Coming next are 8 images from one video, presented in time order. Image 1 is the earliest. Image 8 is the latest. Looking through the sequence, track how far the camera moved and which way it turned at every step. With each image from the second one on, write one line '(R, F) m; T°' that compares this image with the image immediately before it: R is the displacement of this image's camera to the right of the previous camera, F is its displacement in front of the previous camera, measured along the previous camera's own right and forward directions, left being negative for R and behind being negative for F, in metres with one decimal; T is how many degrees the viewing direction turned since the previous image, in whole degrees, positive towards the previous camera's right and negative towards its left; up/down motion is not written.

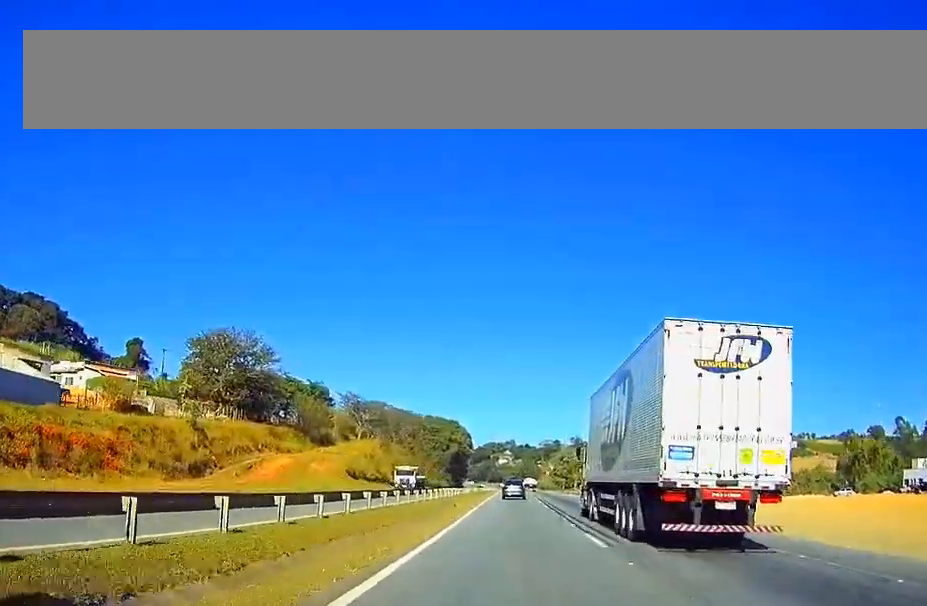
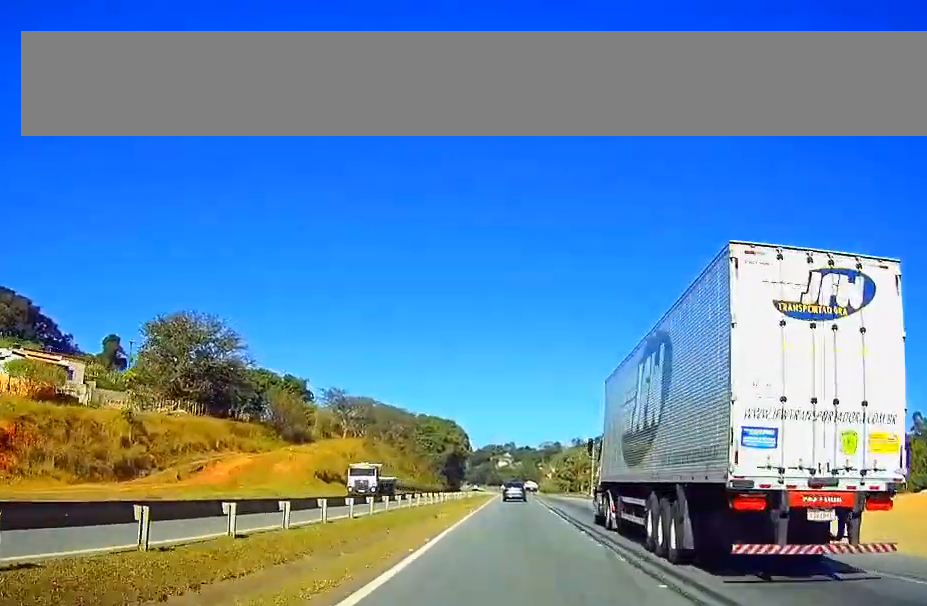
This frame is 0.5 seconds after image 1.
(0.0, +15.7) m; 0°
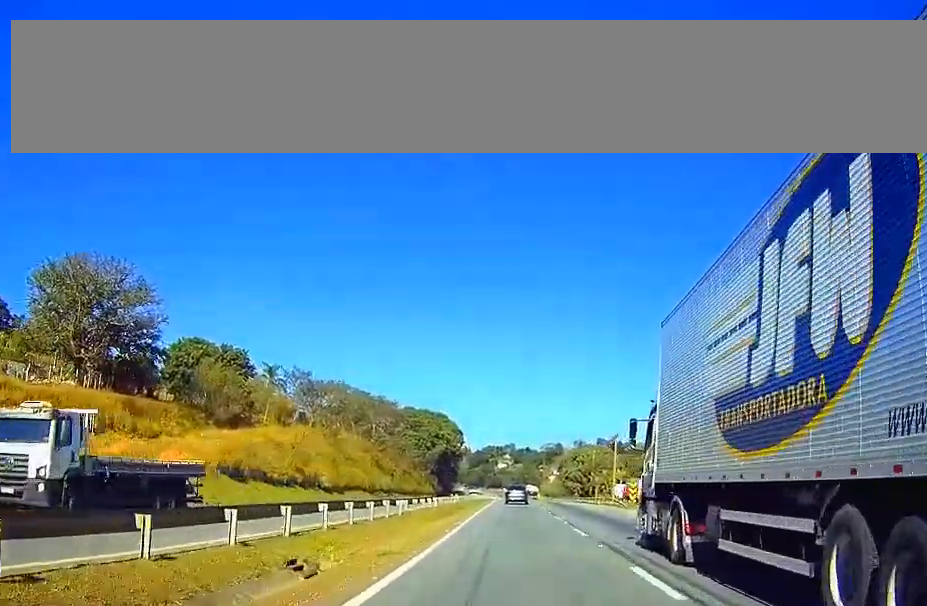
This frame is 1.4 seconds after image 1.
(0.0, +28.3) m; 0°
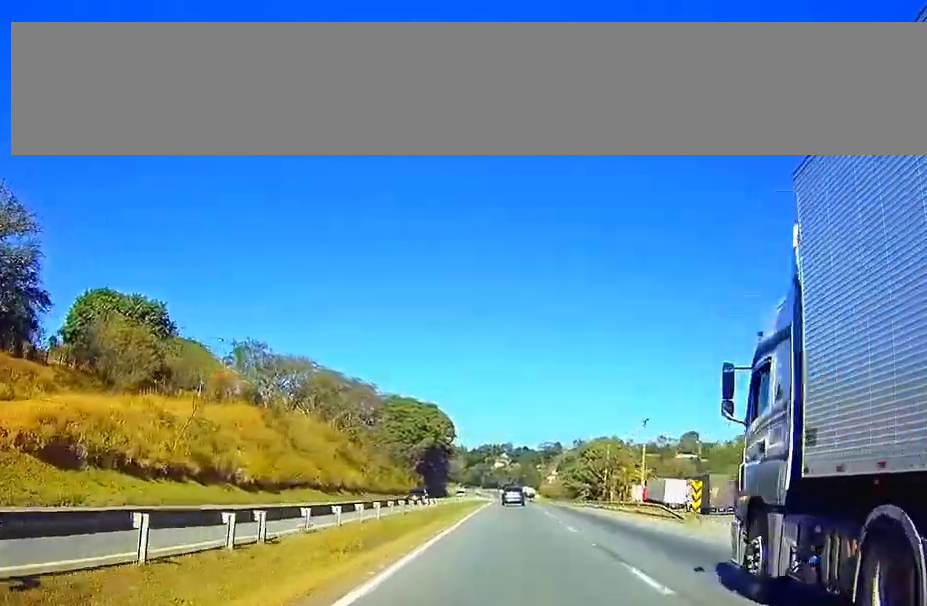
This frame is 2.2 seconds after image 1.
(0.0, +24.1) m; 0°
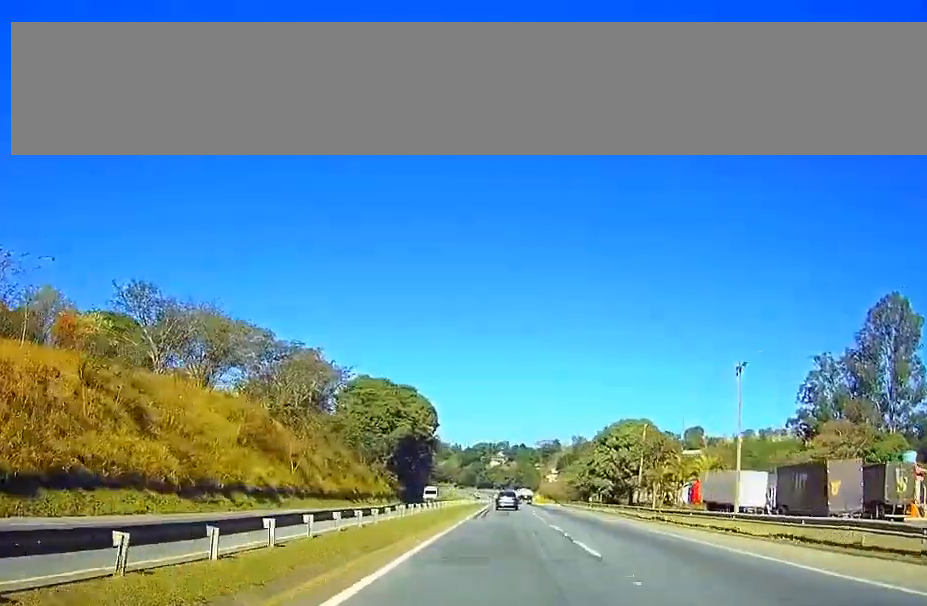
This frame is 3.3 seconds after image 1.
(0.0, +34.7) m; 0°
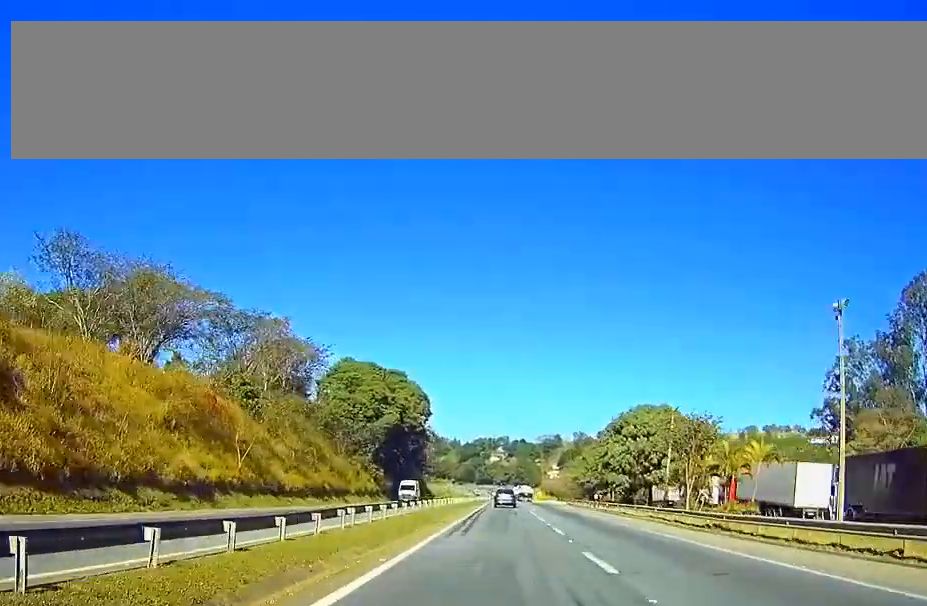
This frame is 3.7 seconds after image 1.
(0.0, +14.8) m; 0°
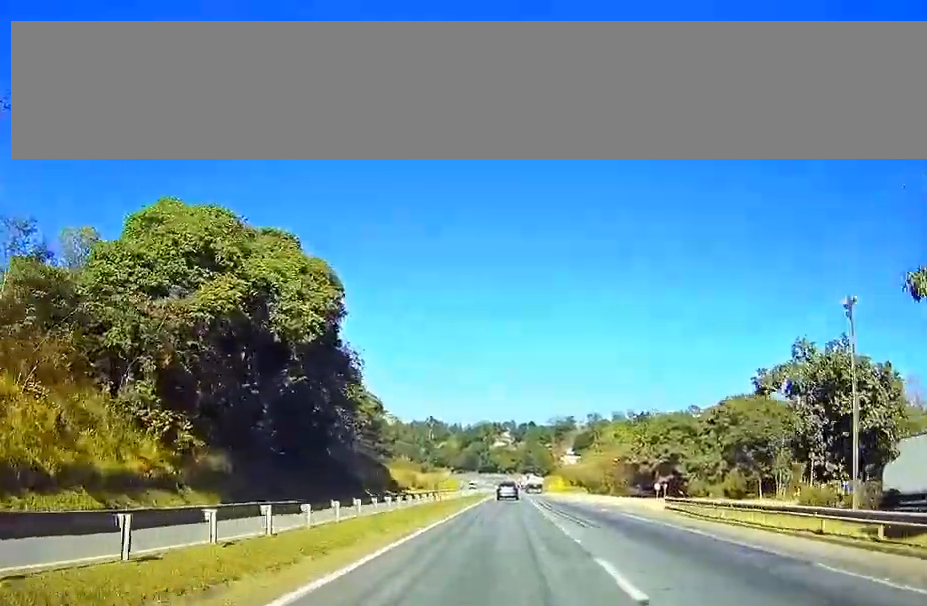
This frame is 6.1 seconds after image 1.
(0.0, +74.6) m; 0°
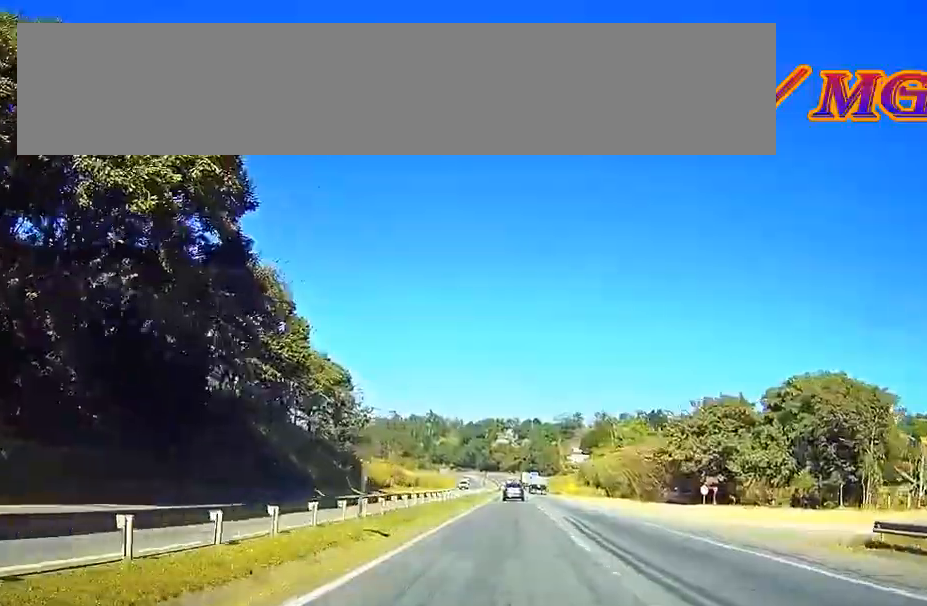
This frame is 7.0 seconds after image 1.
(0.0, +28.3) m; 0°
